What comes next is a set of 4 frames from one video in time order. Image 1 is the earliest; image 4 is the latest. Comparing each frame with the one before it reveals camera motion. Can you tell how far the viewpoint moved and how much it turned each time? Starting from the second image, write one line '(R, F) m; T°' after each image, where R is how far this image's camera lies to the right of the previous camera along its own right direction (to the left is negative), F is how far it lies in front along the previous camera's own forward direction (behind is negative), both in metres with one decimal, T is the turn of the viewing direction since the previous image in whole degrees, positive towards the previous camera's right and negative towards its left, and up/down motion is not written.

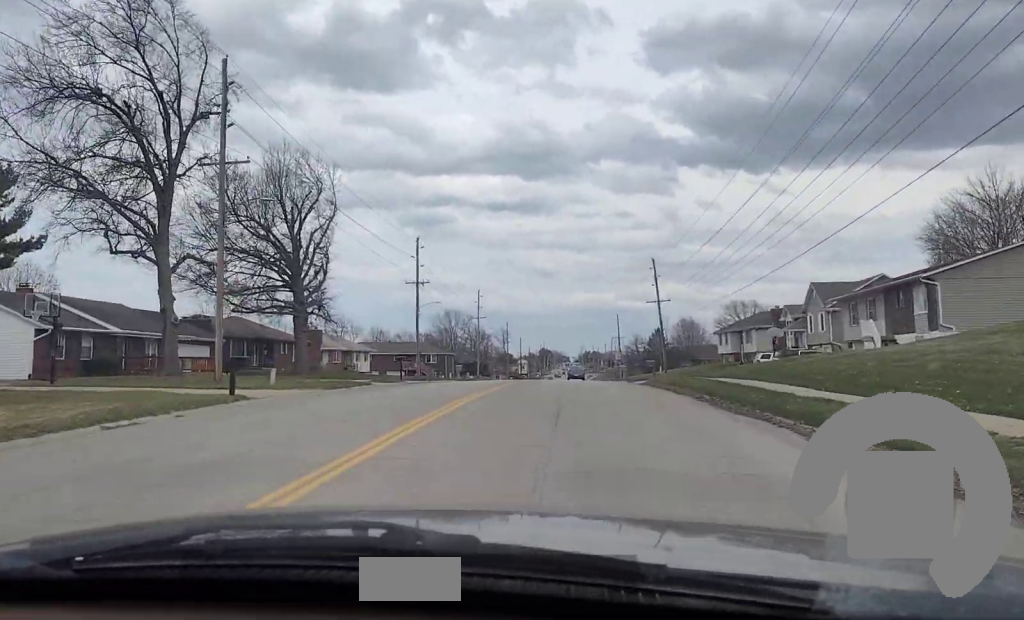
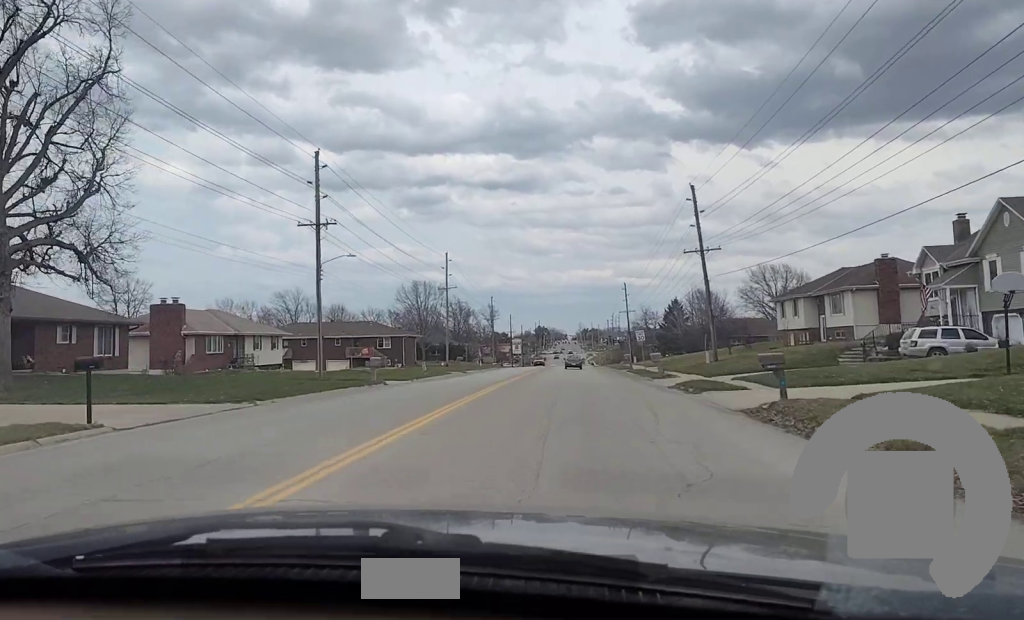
(+0.1, +32.5) m; 0°
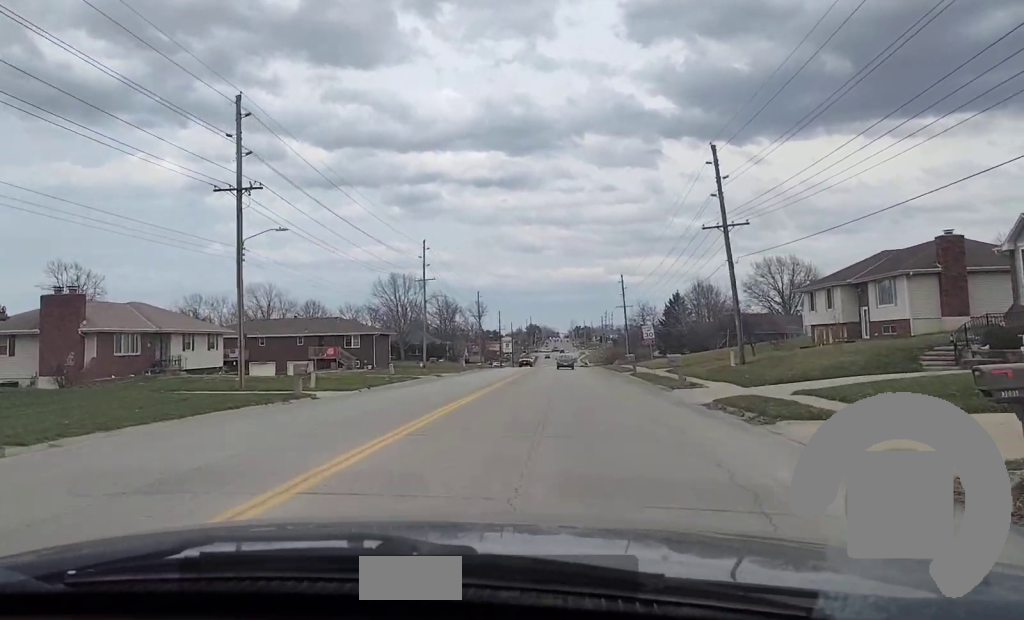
(0.0, +11.4) m; 0°
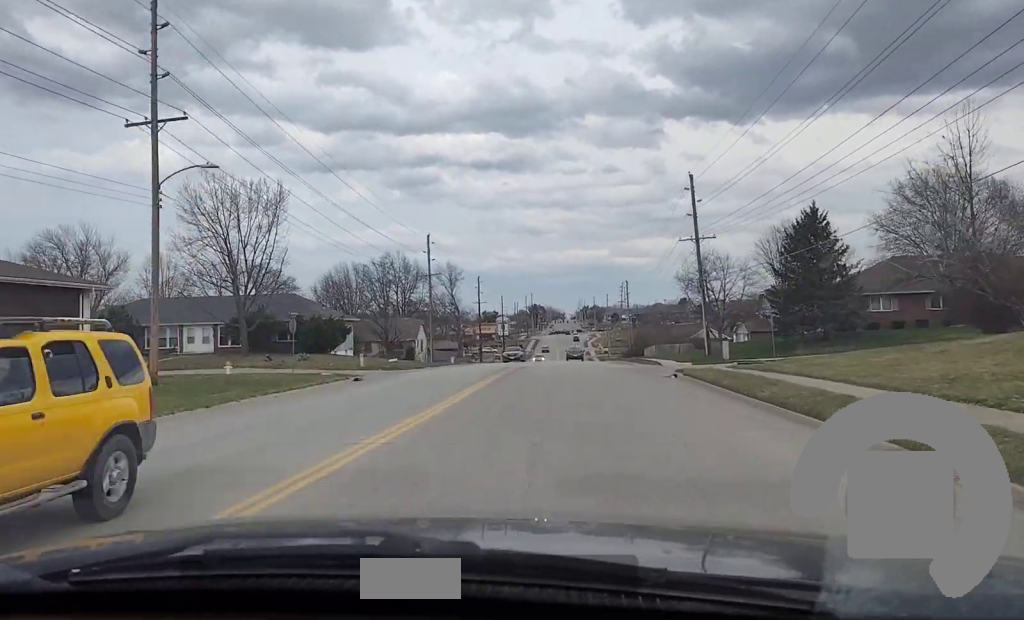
(-0.5, +63.1) m; -1°
